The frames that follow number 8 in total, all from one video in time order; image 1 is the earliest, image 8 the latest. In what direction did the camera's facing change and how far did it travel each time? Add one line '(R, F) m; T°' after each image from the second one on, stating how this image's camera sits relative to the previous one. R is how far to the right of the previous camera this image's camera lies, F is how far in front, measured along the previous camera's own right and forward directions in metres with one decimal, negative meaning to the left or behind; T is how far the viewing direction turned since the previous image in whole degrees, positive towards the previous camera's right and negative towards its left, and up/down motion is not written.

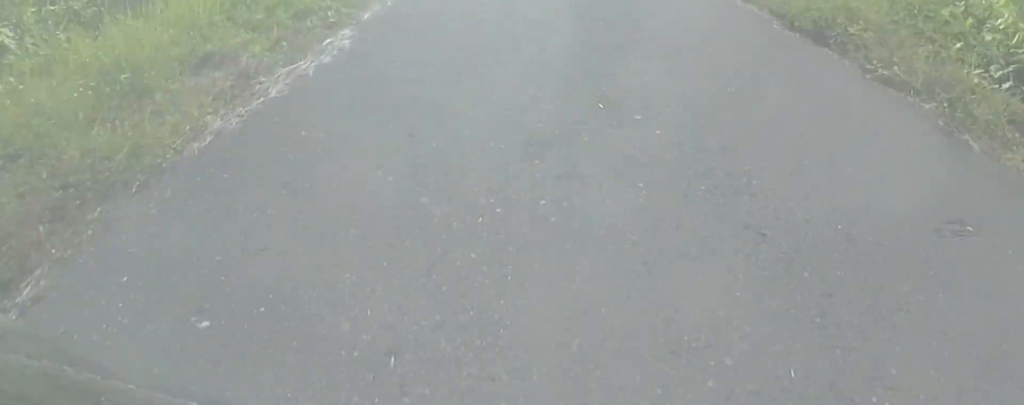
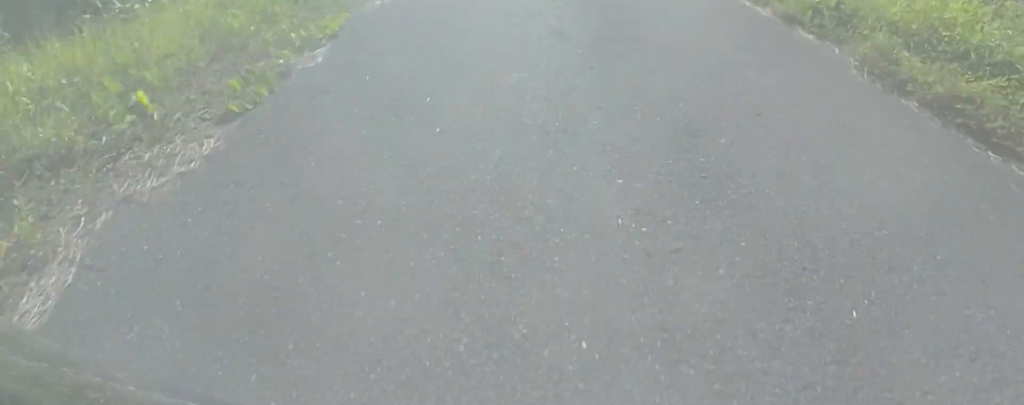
(0.0, +10.0) m; 0°
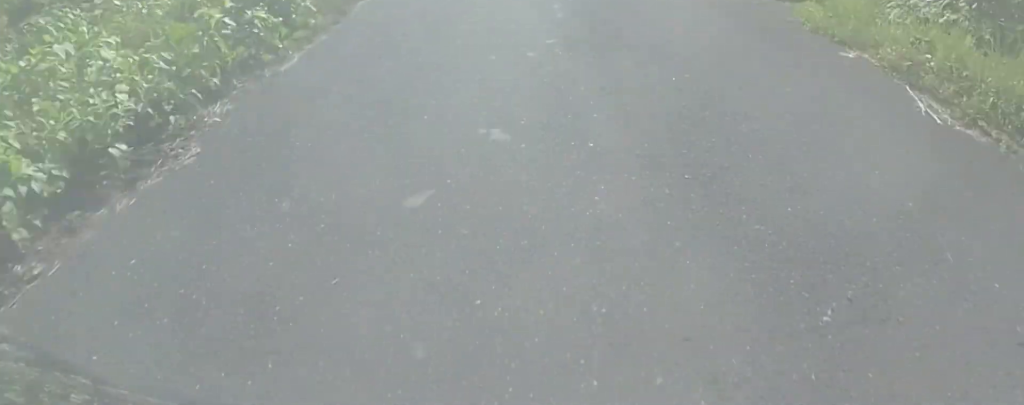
(0.0, +22.8) m; 0°
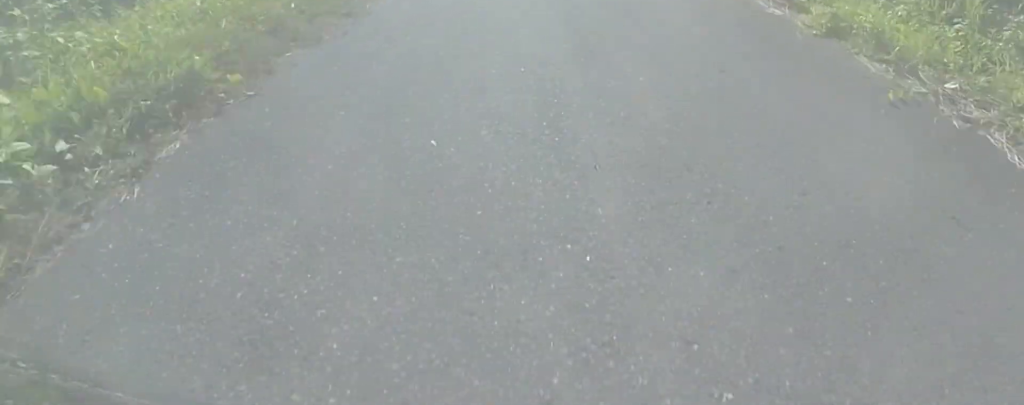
(0.0, +13.8) m; -2°
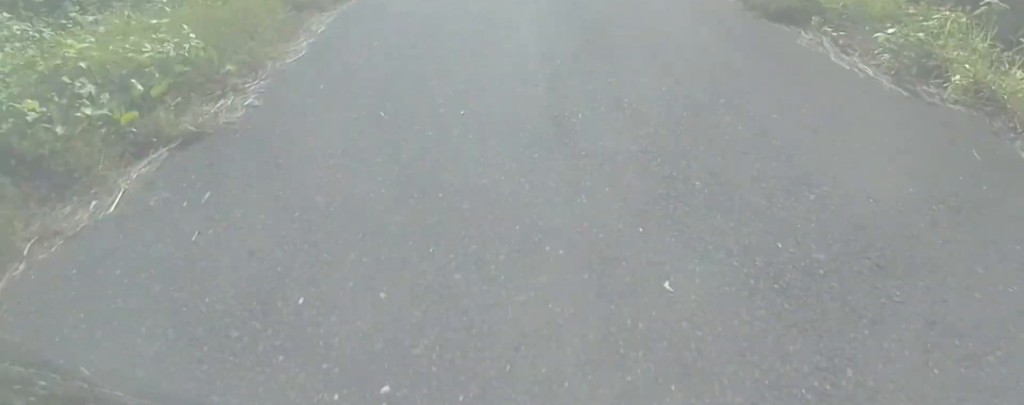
(-0.4, +12.8) m; -4°
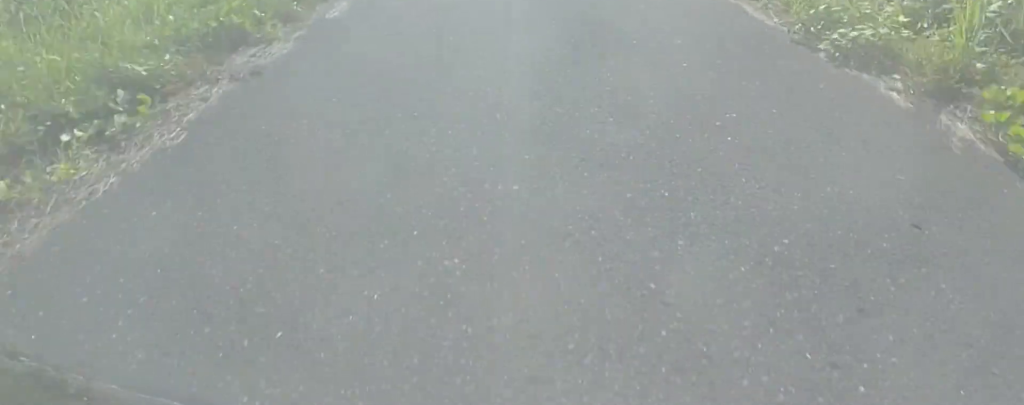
(+0.3, +22.5) m; -2°
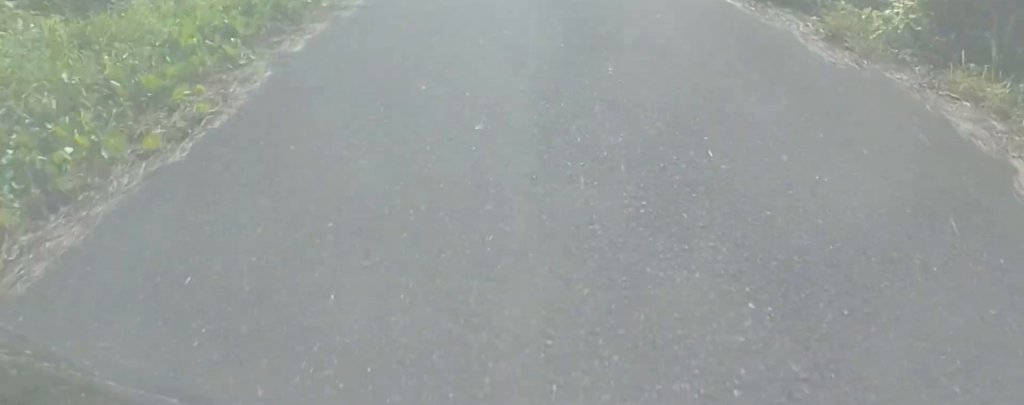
(-1.1, +9.4) m; 0°
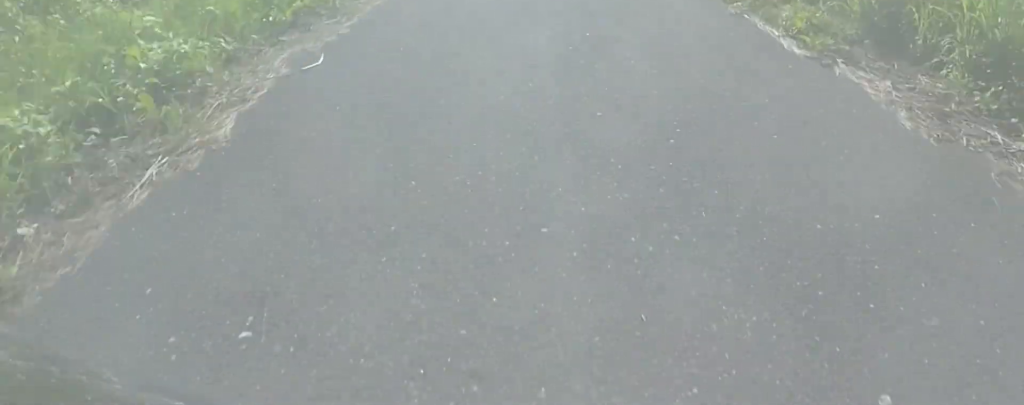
(-0.3, +7.9) m; 0°
